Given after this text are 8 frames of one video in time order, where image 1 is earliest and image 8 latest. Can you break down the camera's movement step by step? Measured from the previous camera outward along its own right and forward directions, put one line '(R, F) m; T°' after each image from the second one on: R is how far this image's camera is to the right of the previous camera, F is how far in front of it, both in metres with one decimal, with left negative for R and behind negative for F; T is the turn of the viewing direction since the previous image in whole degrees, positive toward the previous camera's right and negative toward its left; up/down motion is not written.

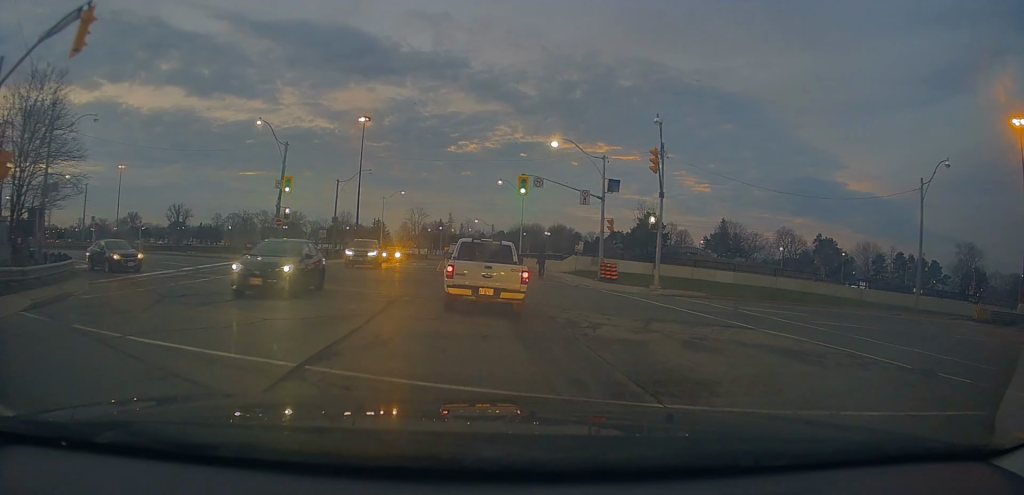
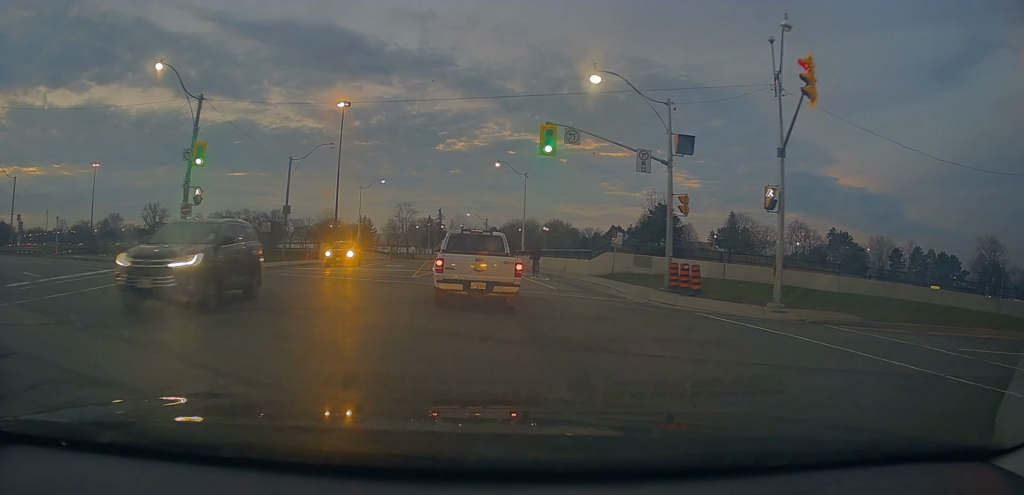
(-0.4, +12.1) m; -1°
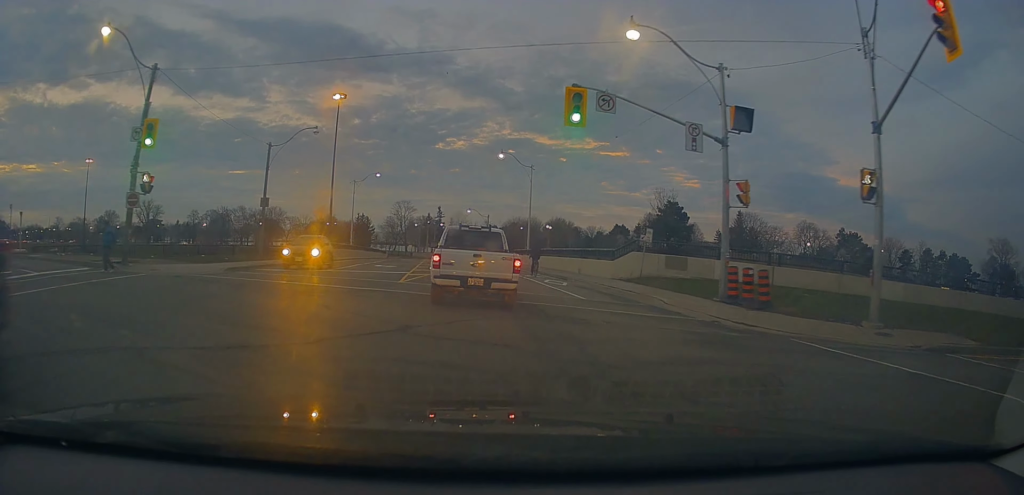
(0.0, +4.7) m; 0°
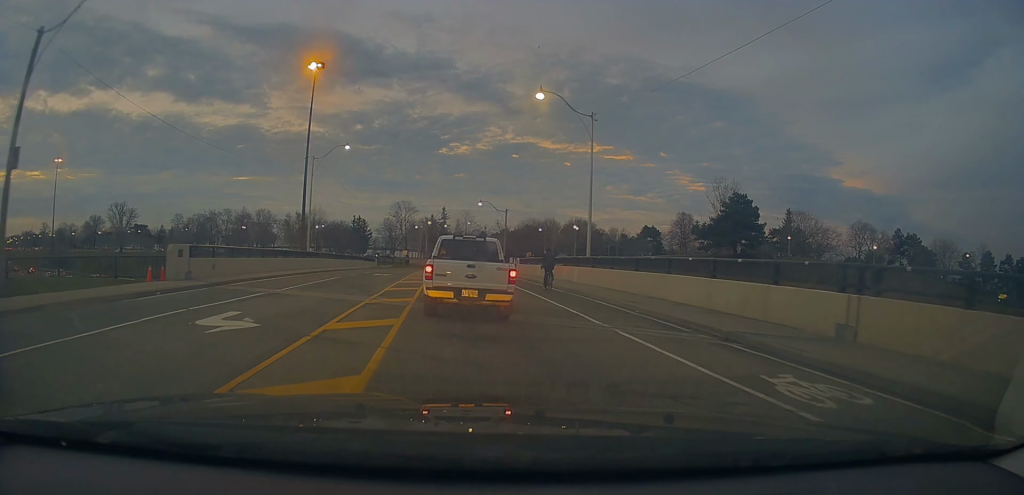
(0.0, +23.5) m; -2°
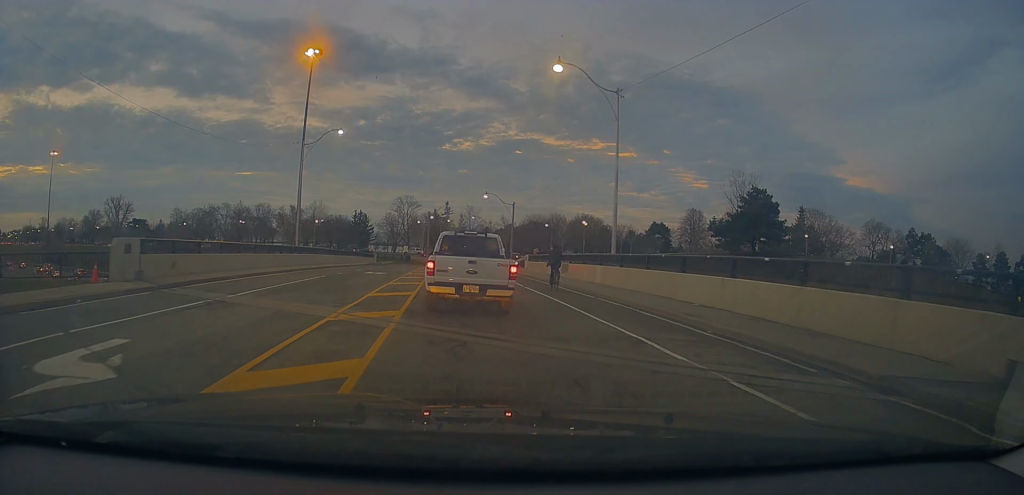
(-0.2, +4.5) m; 0°
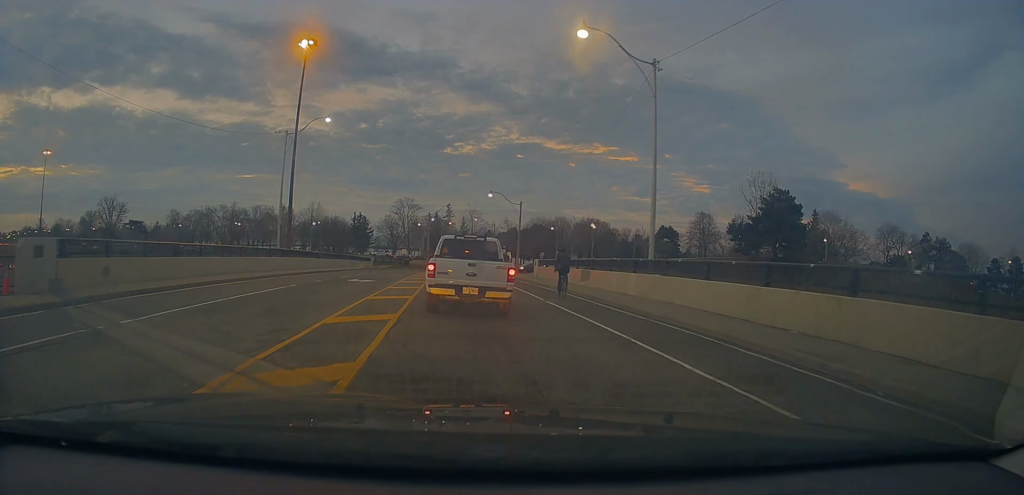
(-0.2, +5.2) m; 0°
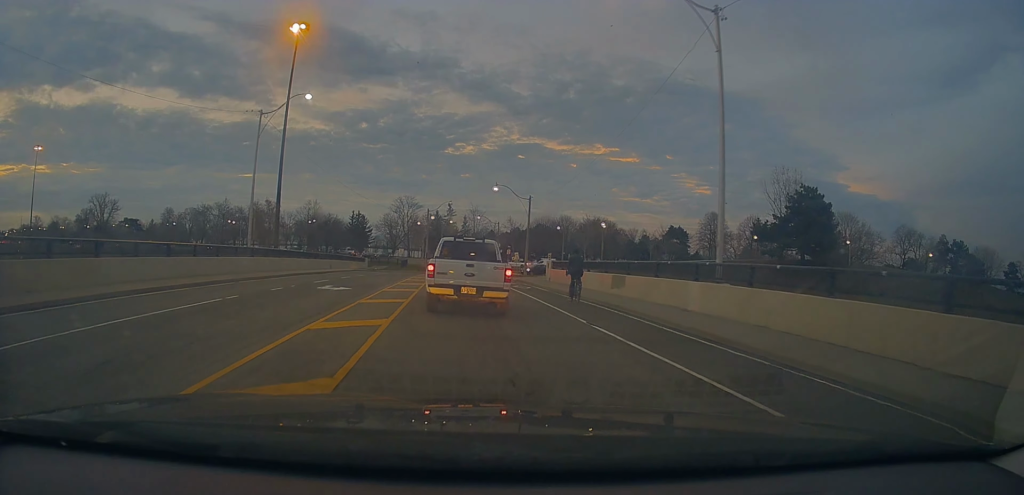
(+0.2, +5.9) m; +2°
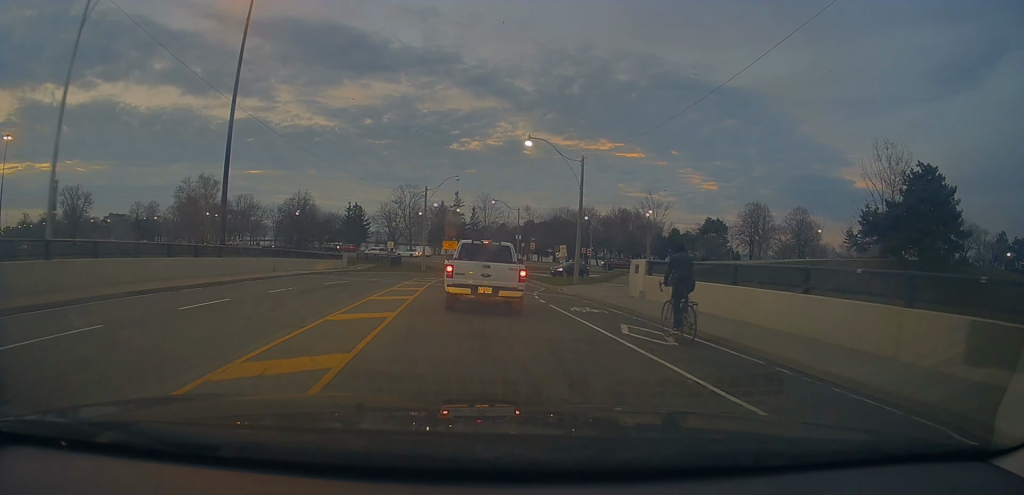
(+0.2, +18.6) m; -1°
